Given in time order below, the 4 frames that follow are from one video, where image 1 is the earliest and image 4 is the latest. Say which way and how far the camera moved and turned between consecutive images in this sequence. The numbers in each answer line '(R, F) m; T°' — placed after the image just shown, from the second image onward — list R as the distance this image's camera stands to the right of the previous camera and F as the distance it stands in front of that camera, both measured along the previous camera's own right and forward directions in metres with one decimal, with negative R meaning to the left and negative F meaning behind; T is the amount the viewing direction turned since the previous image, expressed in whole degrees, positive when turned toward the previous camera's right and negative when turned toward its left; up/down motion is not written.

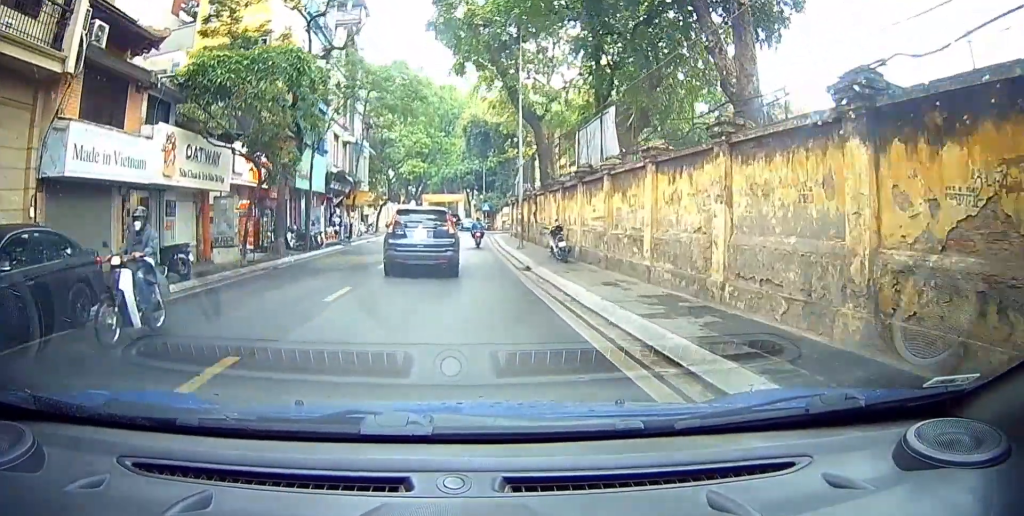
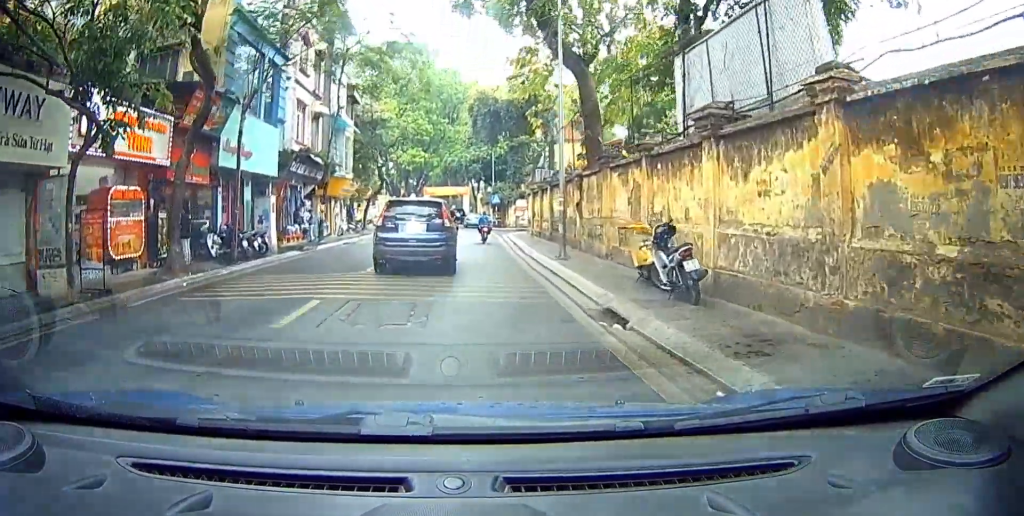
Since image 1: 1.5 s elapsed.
(0.0, +9.0) m; 0°
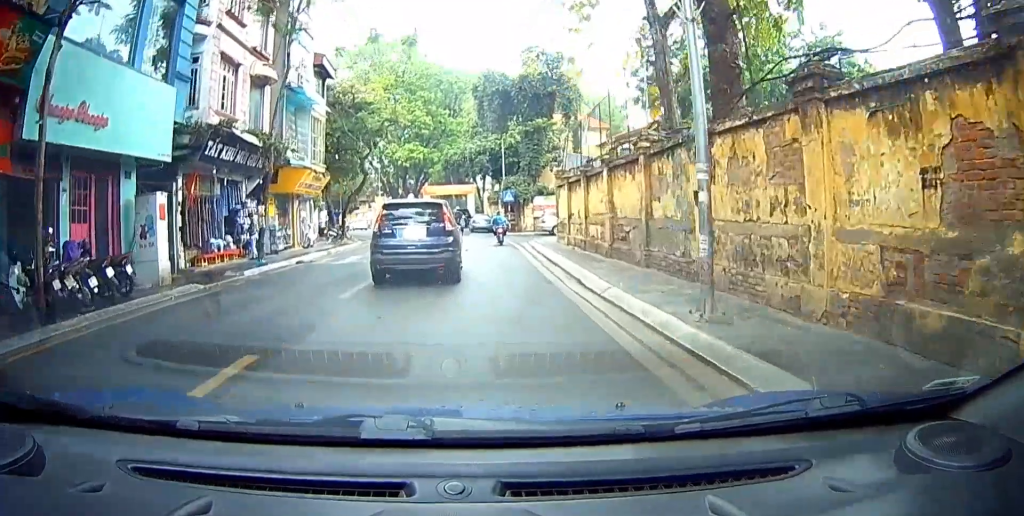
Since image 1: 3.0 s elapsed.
(-0.1, +9.3) m; -2°
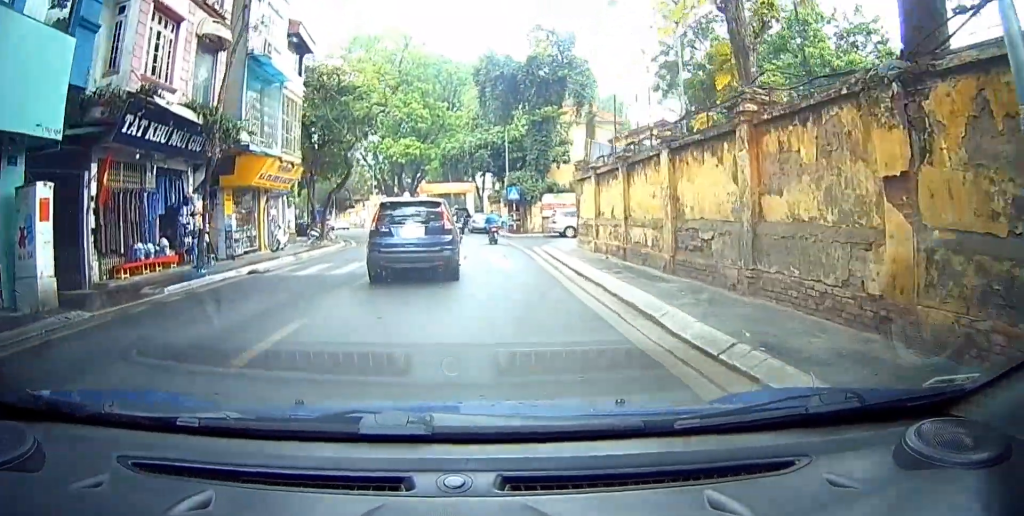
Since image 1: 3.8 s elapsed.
(-0.1, +5.4) m; -1°
